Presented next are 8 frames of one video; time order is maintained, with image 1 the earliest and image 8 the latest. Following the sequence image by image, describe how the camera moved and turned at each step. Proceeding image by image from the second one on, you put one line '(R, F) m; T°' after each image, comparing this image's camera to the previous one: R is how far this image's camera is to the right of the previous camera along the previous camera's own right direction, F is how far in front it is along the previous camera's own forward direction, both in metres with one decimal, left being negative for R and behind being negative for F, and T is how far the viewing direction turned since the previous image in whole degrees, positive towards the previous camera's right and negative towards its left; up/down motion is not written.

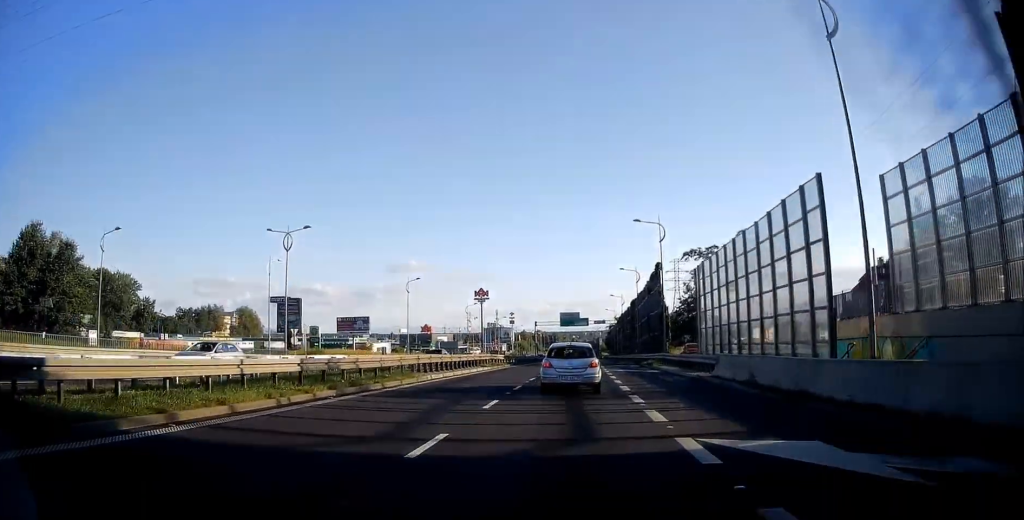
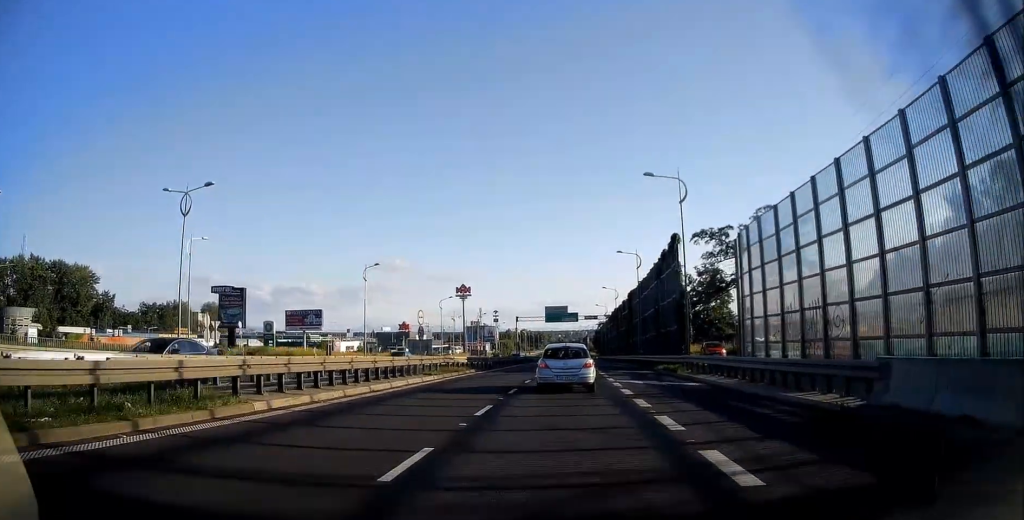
(0.0, +14.7) m; +1°
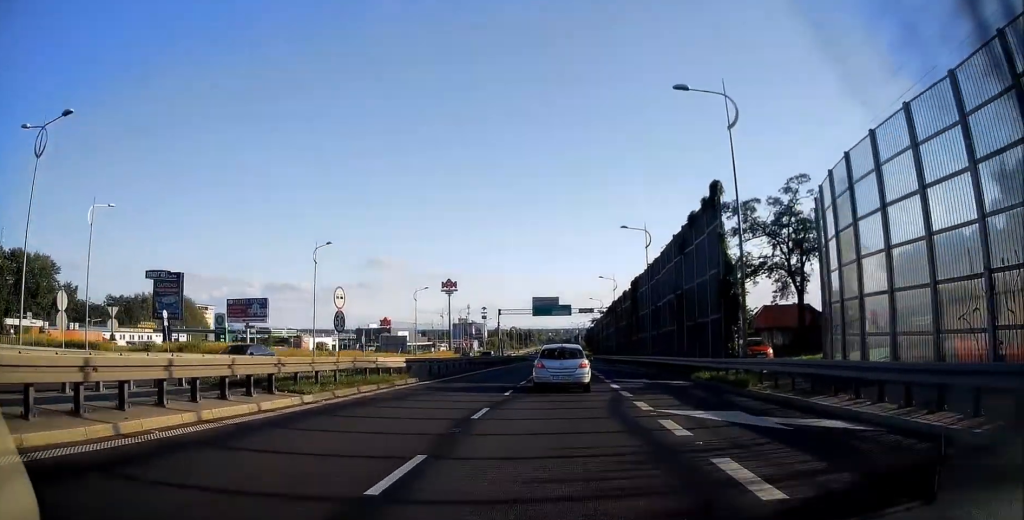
(+0.3, +15.0) m; +2°
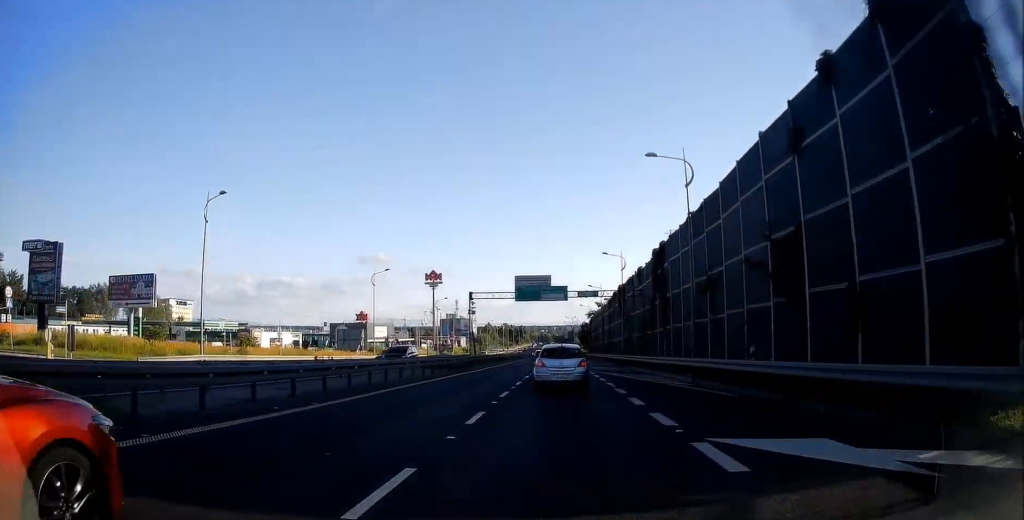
(+0.5, +23.9) m; +2°
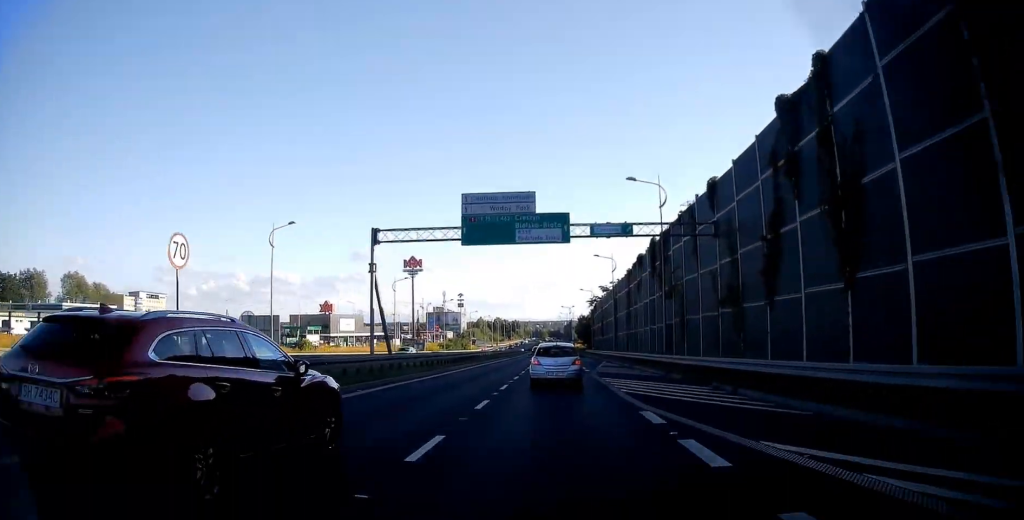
(+0.4, +34.6) m; +1°
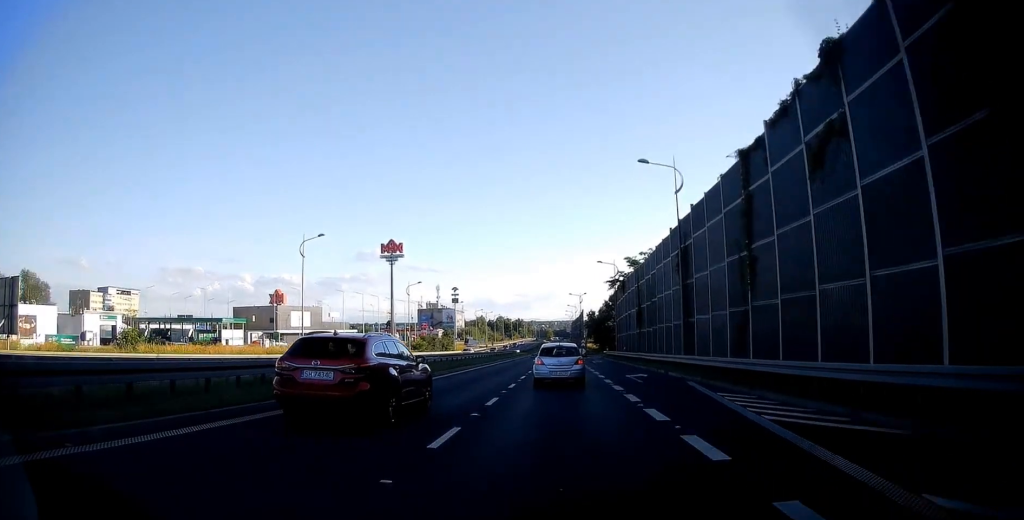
(0.0, +36.9) m; 0°
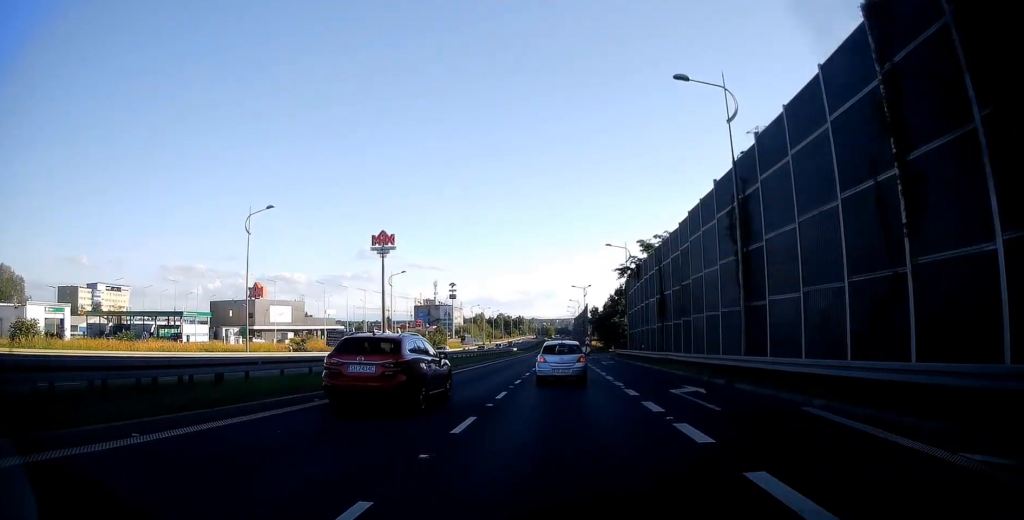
(0.0, +11.0) m; 0°
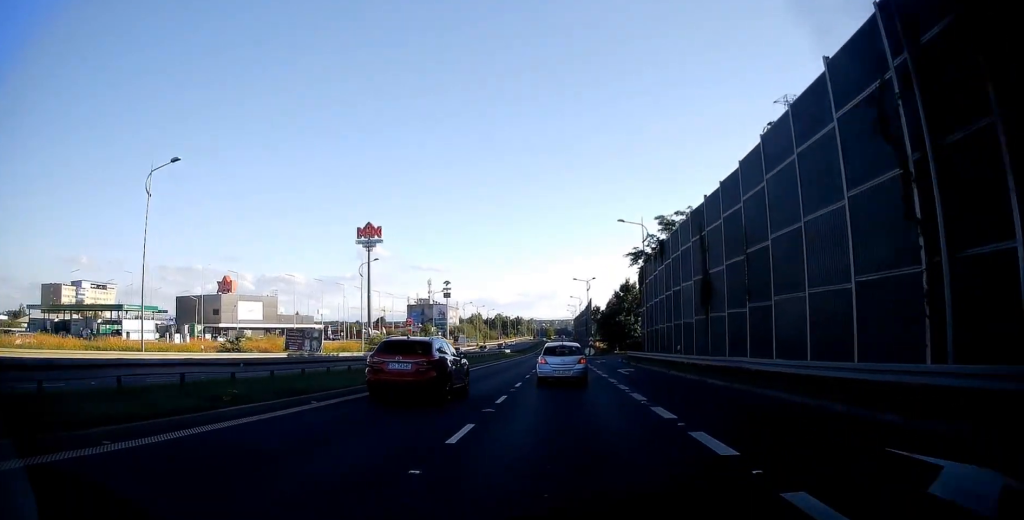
(-0.1, +12.8) m; 0°
